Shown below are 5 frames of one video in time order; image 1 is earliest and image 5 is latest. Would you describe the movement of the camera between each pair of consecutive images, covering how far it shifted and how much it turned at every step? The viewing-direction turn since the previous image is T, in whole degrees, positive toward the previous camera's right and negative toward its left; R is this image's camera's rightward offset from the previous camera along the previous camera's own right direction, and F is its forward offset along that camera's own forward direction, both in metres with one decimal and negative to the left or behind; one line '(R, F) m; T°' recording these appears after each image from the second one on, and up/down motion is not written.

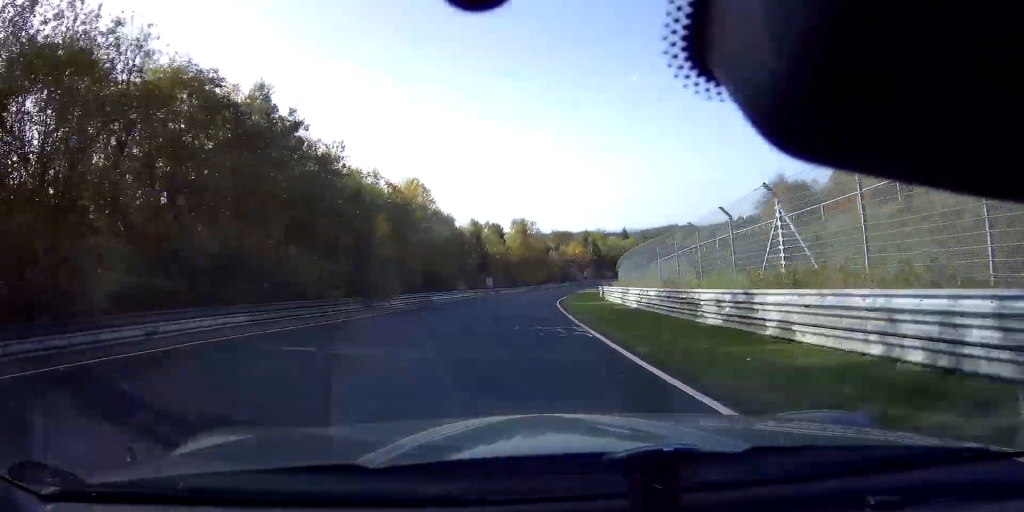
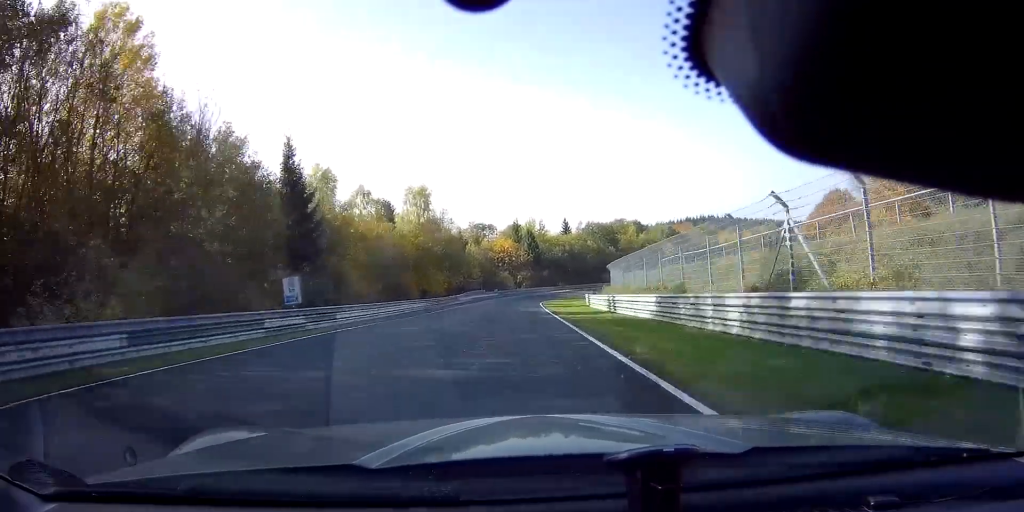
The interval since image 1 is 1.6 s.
(+4.0, +49.8) m; +8°
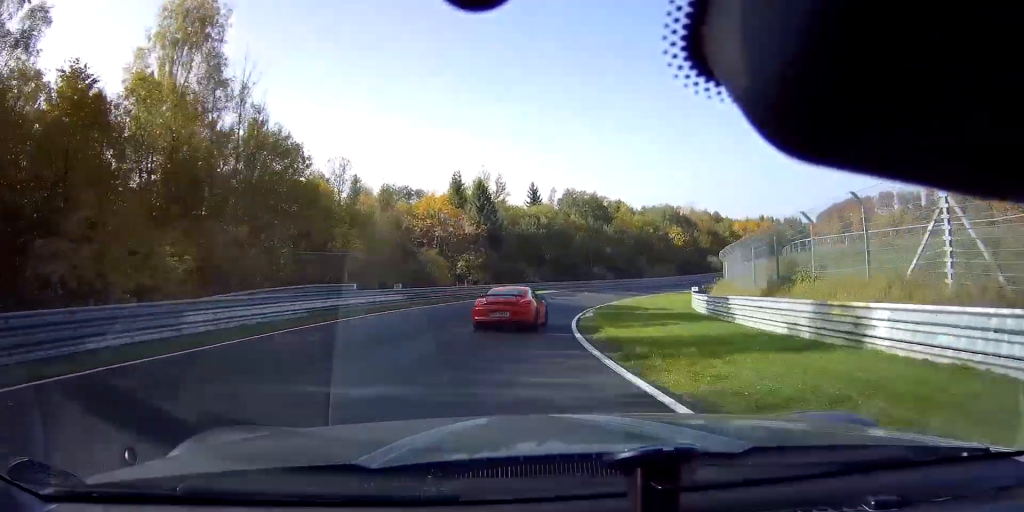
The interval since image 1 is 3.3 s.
(+4.0, +51.2) m; +12°
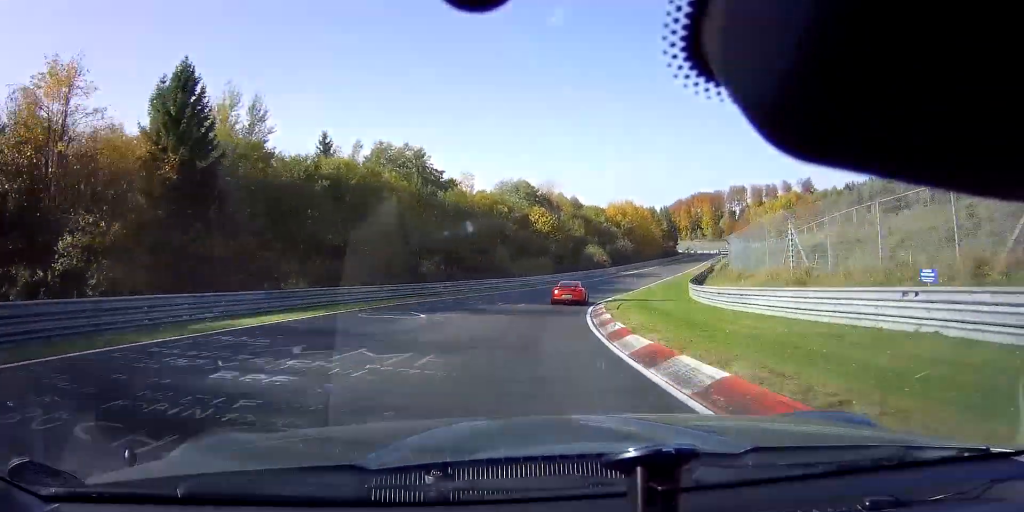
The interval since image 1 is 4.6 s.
(+4.3, +38.6) m; +16°
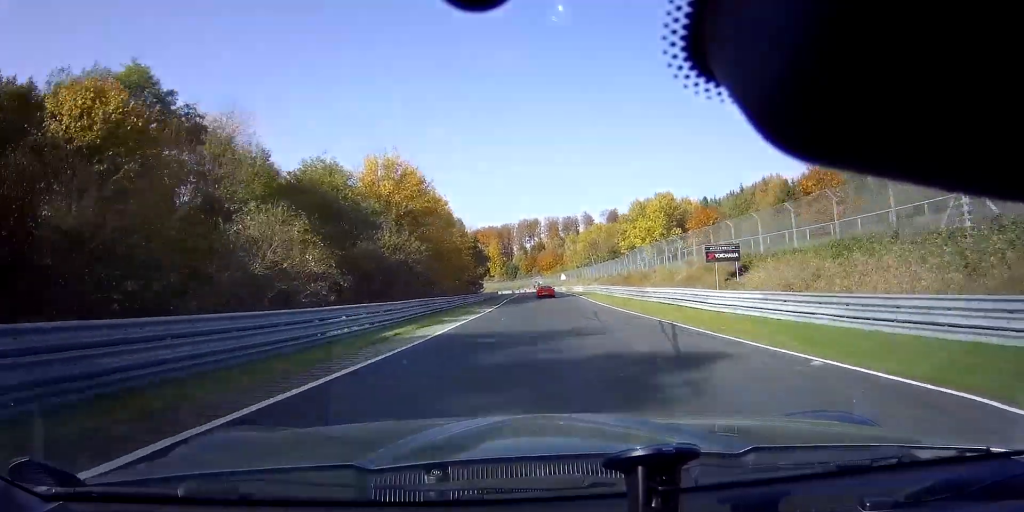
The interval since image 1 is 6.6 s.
(+15.1, +62.6) m; +23°
